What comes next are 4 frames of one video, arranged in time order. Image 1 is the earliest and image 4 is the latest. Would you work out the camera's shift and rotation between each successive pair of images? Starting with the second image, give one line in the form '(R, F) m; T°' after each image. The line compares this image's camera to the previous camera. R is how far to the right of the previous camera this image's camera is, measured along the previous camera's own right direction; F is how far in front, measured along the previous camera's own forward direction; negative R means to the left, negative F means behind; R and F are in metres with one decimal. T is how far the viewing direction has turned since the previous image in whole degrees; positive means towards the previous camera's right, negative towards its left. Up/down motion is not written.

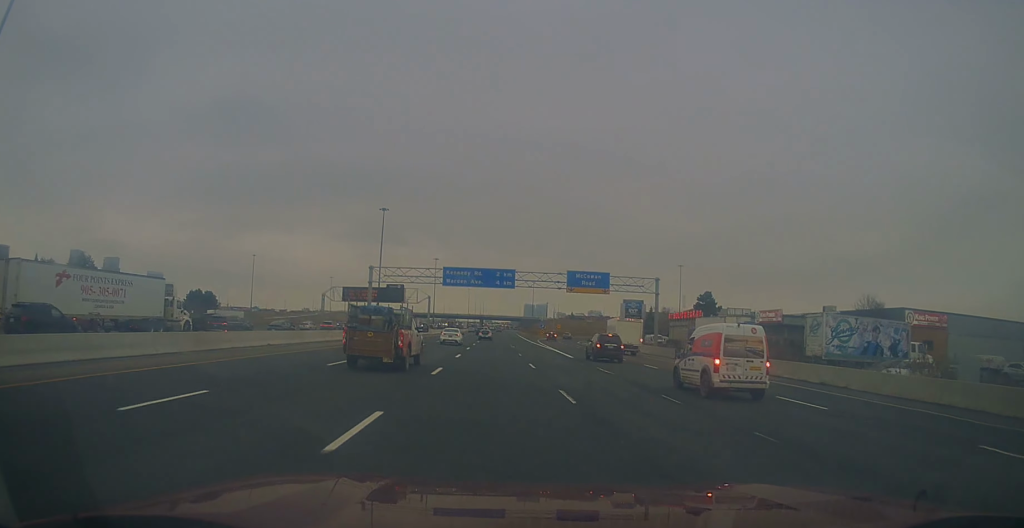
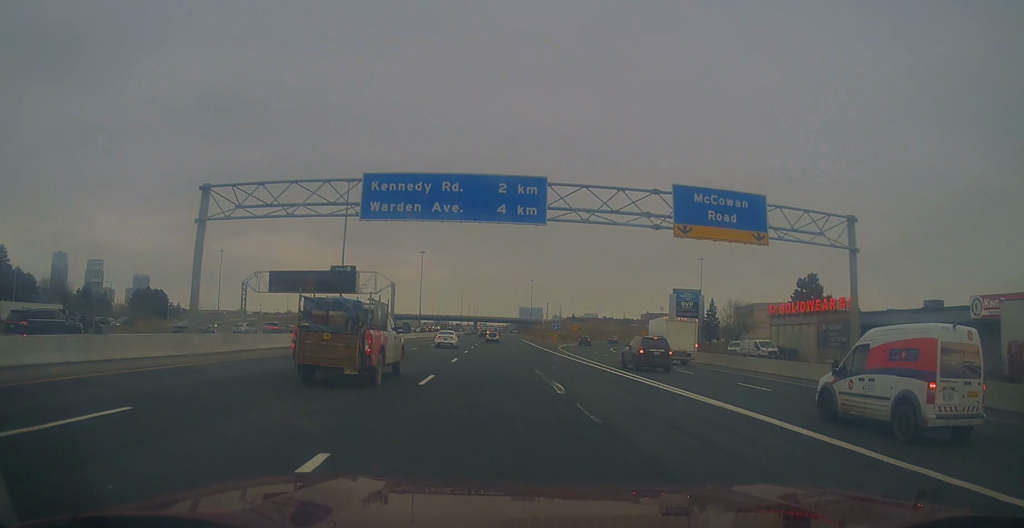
(+0.4, +39.8) m; 0°
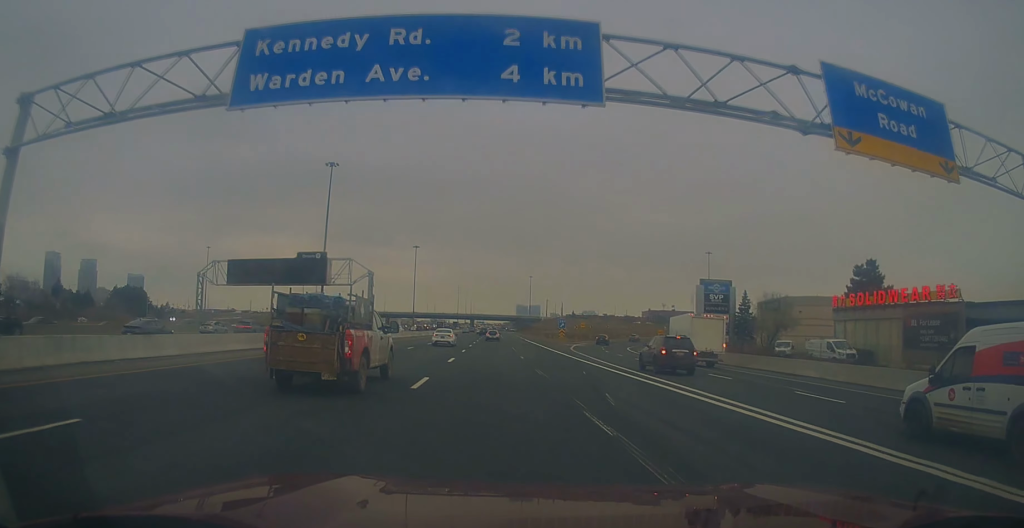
(-0.1, +13.6) m; 0°
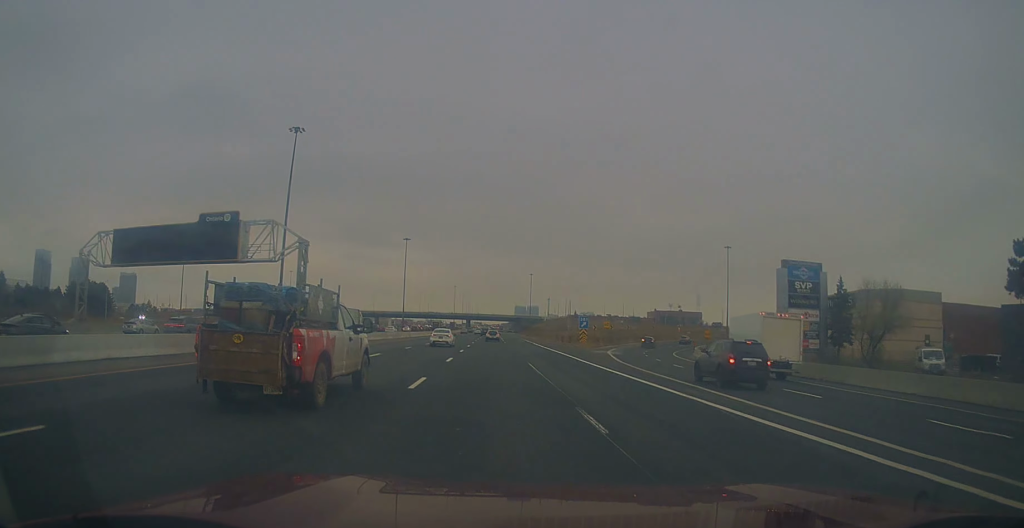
(+0.1, +24.5) m; +1°
